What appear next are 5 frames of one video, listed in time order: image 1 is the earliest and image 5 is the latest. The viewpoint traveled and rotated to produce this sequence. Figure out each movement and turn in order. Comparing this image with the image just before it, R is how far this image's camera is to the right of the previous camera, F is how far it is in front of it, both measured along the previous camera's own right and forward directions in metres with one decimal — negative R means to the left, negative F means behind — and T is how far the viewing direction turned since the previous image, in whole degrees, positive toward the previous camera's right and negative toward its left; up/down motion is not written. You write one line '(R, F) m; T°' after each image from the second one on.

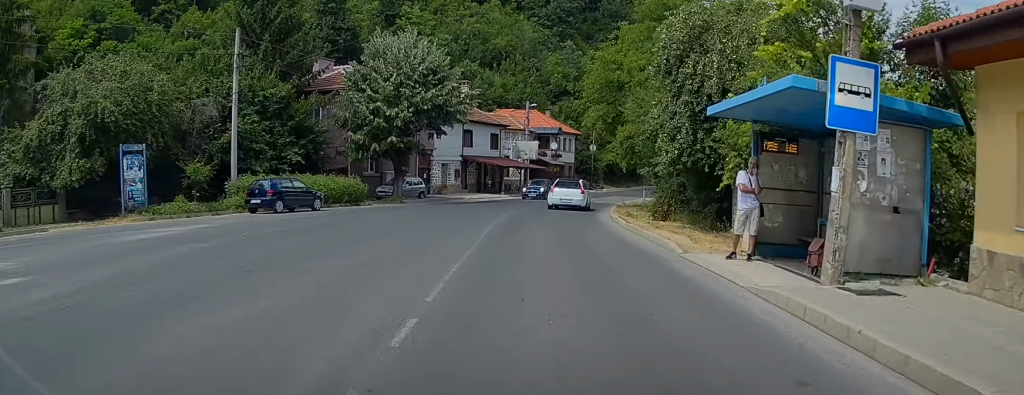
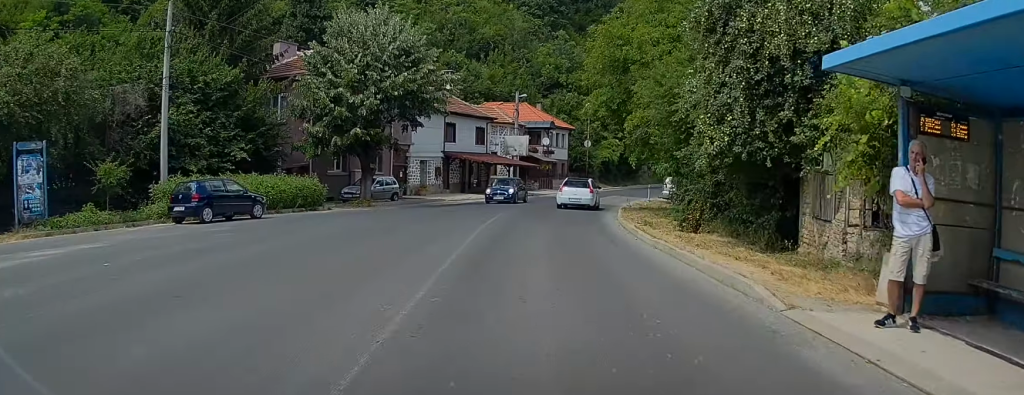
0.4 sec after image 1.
(-0.1, +5.9) m; +1°
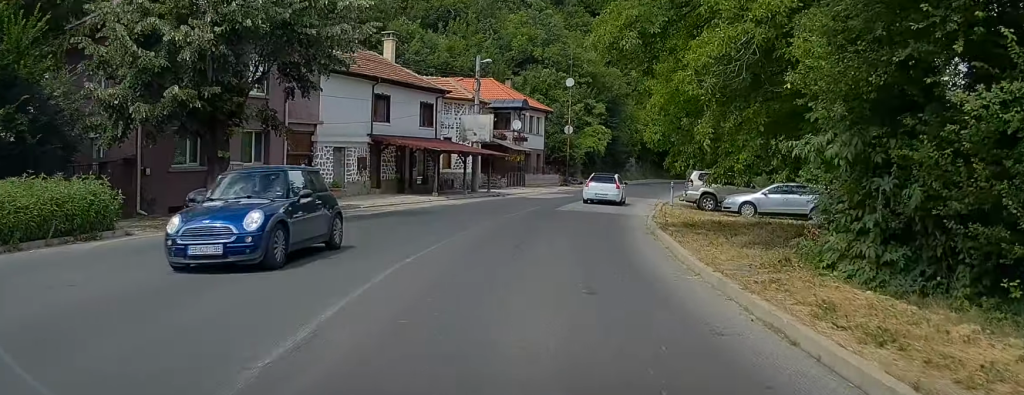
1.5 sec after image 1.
(+0.3, +15.1) m; +3°
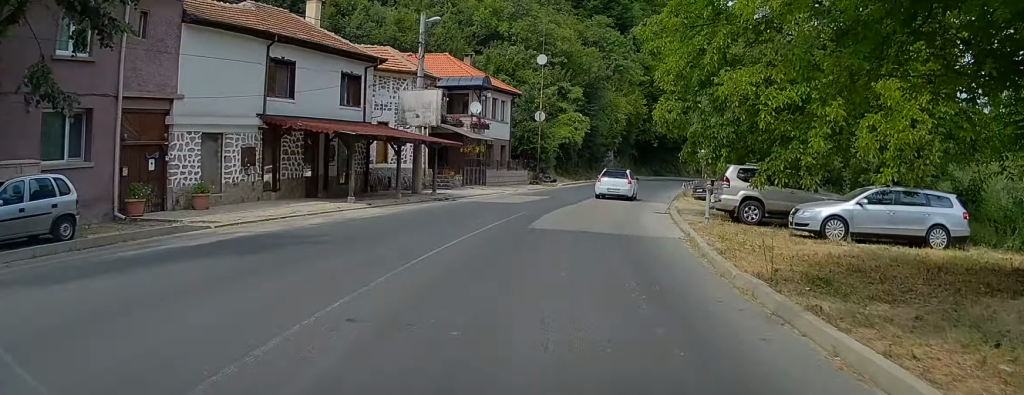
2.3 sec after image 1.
(+0.4, +10.9) m; +4°
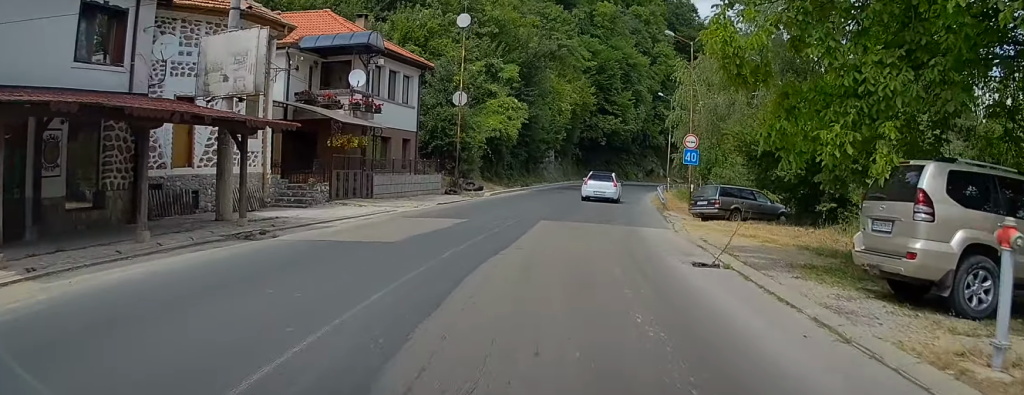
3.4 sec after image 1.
(+0.7, +14.7) m; +5°
